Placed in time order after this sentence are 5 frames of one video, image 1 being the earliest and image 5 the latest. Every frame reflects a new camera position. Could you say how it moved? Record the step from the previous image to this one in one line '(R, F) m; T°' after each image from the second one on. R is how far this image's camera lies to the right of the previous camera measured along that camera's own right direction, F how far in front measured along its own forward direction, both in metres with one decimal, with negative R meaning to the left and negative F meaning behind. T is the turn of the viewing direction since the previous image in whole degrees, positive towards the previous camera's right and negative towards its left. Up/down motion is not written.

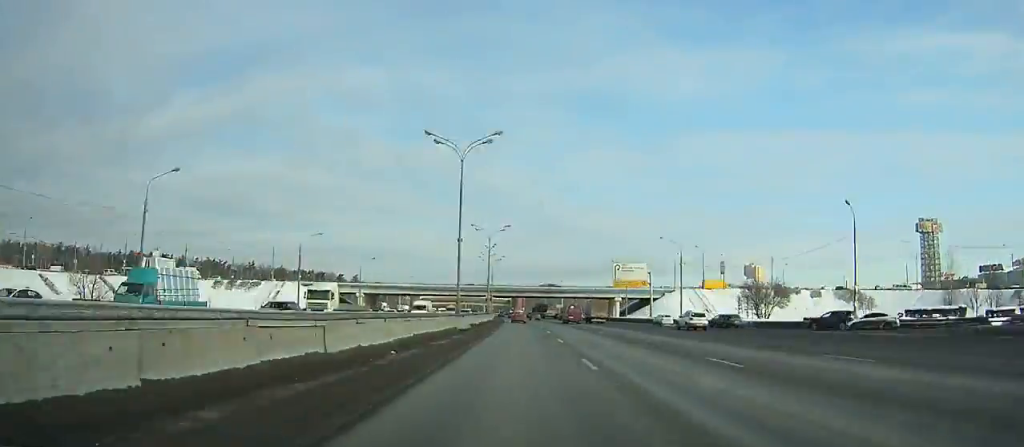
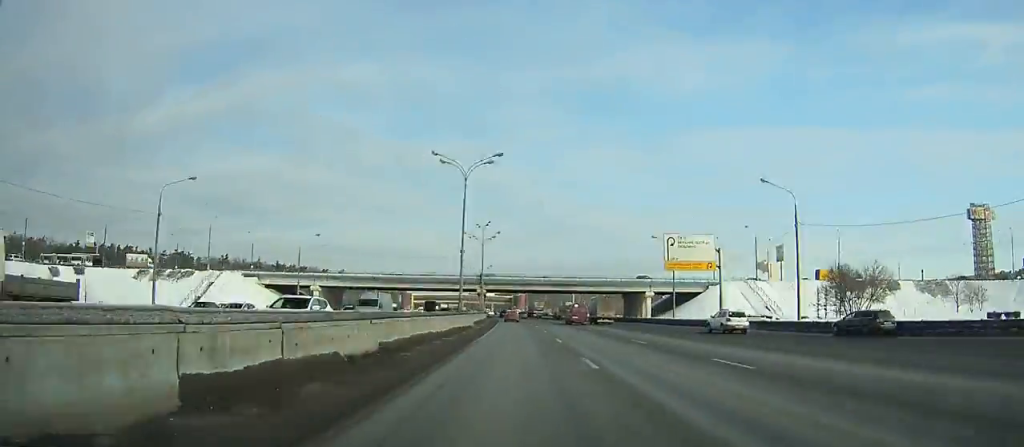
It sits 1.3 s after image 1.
(-0.5, +34.8) m; -1°
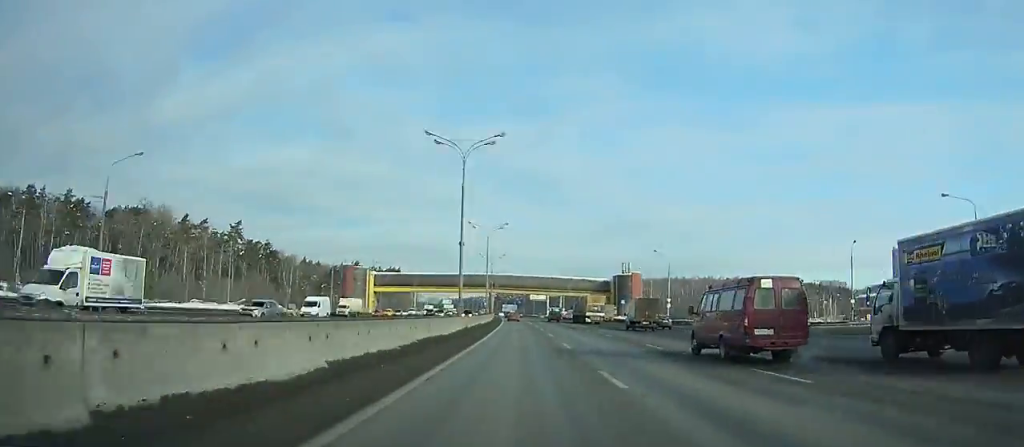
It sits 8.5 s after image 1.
(-10.0, +193.8) m; -6°
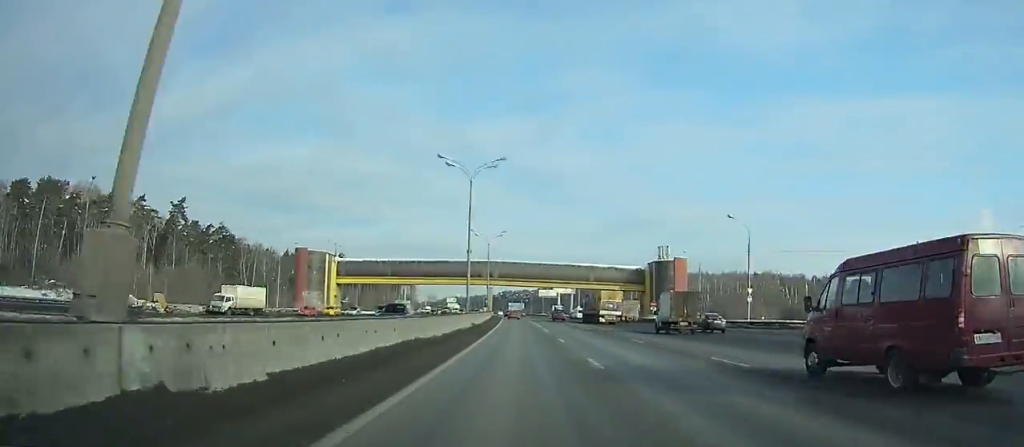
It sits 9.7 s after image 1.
(-0.4, +32.7) m; -1°
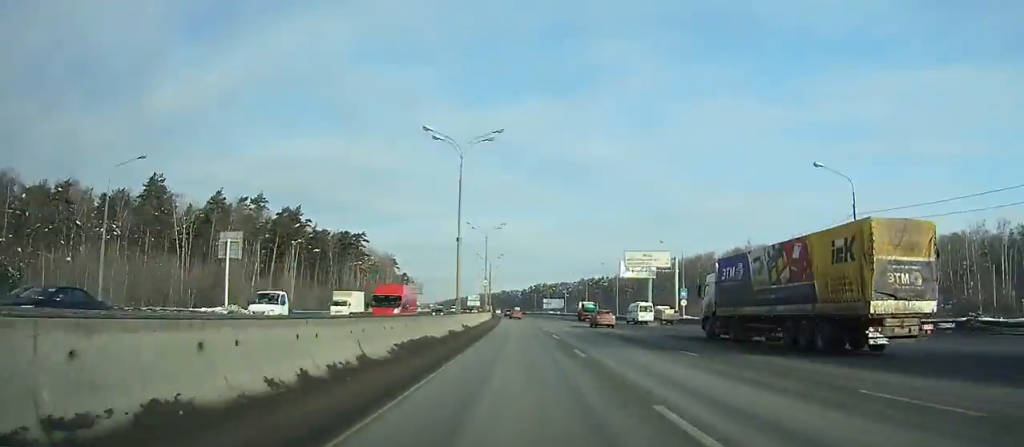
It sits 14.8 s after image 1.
(-3.4, +140.0) m; -3°
